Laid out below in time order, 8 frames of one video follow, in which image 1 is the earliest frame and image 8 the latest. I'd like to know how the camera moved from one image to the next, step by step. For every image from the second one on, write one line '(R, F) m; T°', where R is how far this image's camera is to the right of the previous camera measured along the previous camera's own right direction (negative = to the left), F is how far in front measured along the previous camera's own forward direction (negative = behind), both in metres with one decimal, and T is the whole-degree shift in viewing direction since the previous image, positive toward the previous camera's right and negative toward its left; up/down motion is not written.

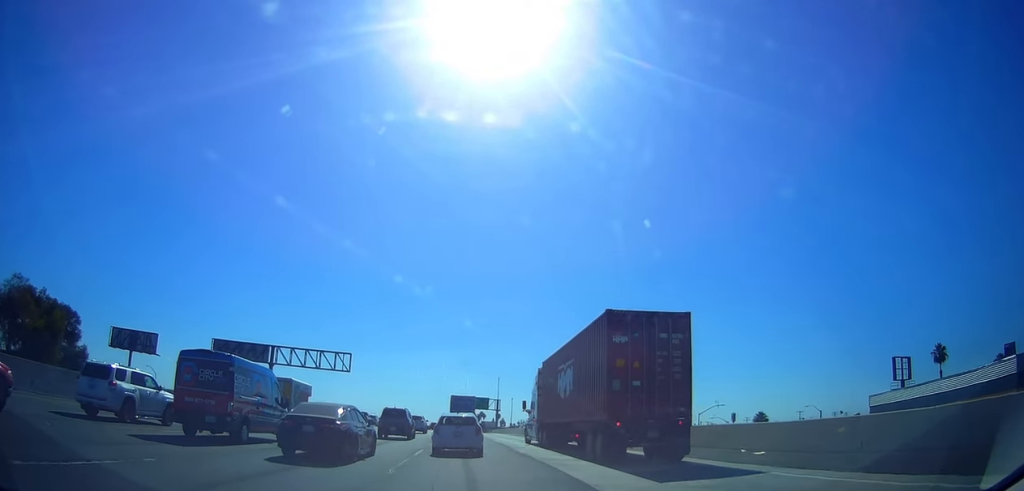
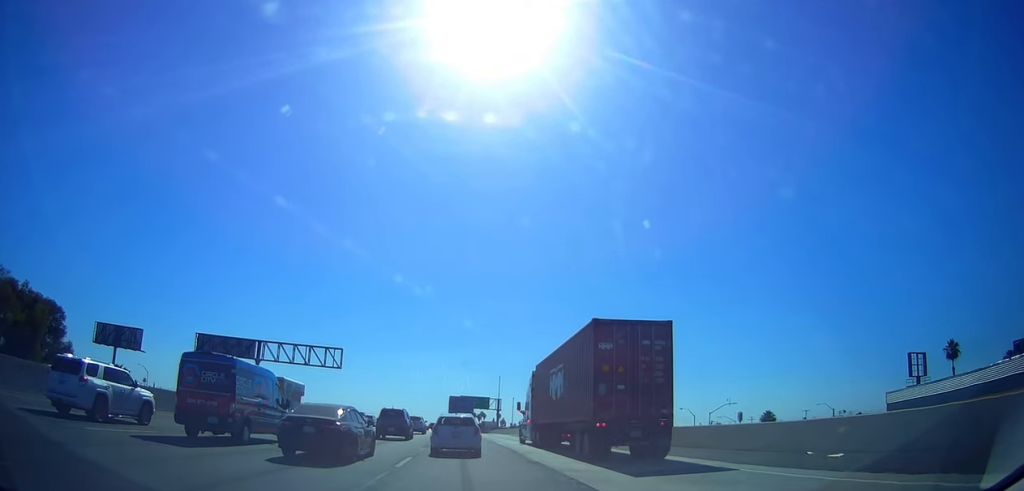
(-0.1, +4.1) m; +3°
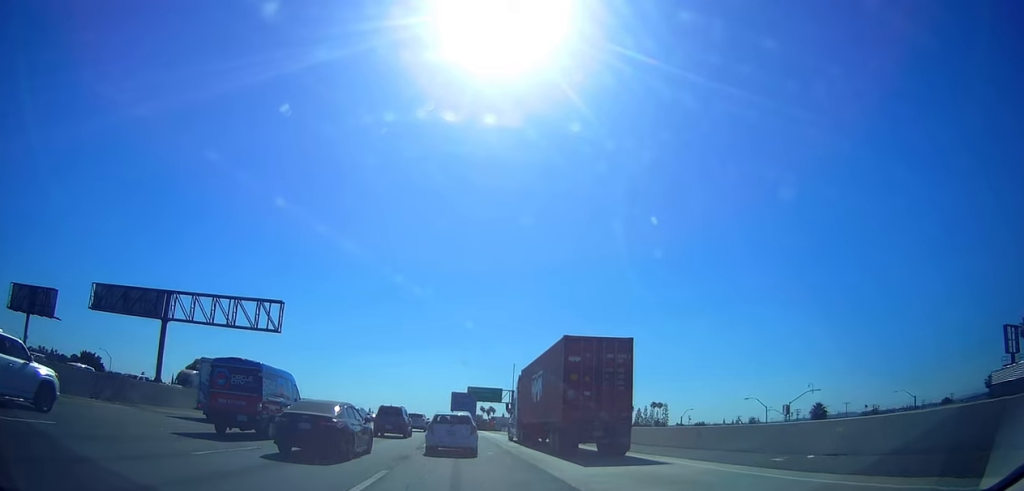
(+0.1, +19.5) m; -5°
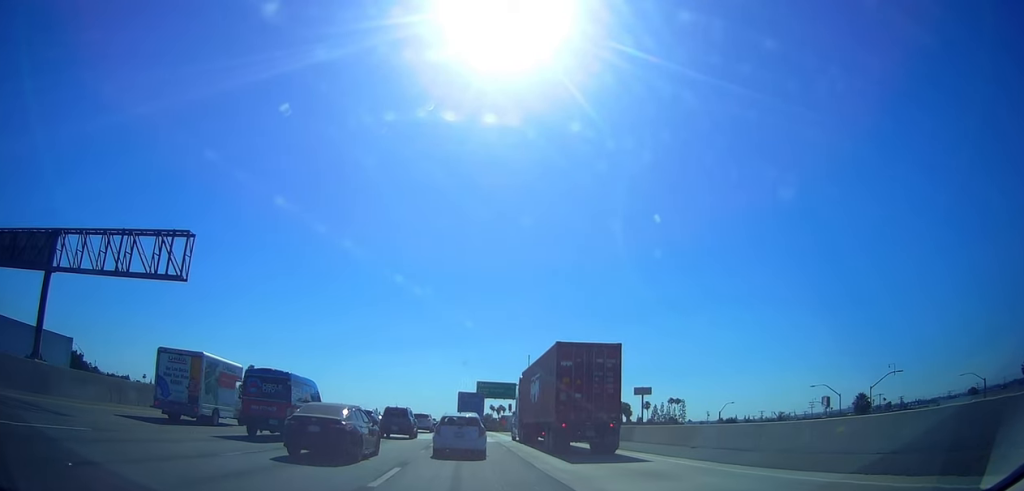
(0.0, +13.5) m; 0°
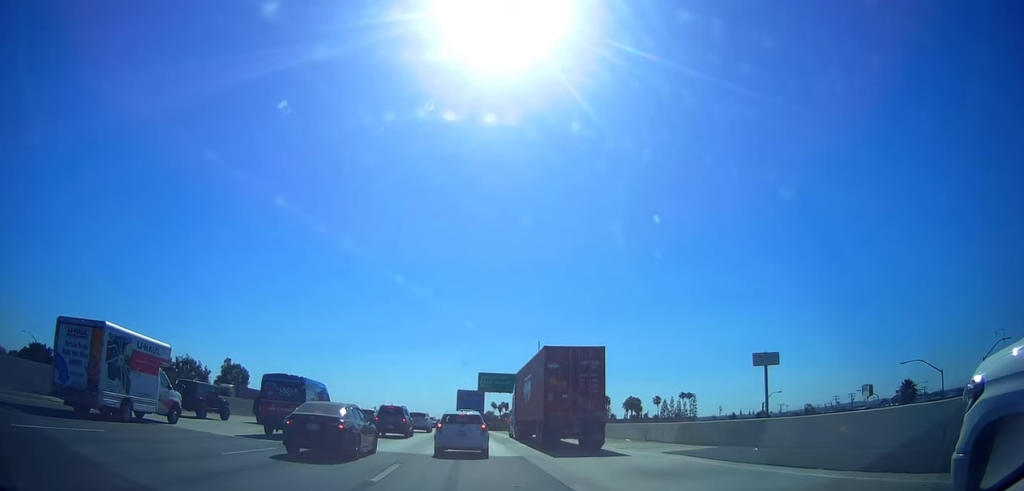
(0.0, +14.6) m; 0°
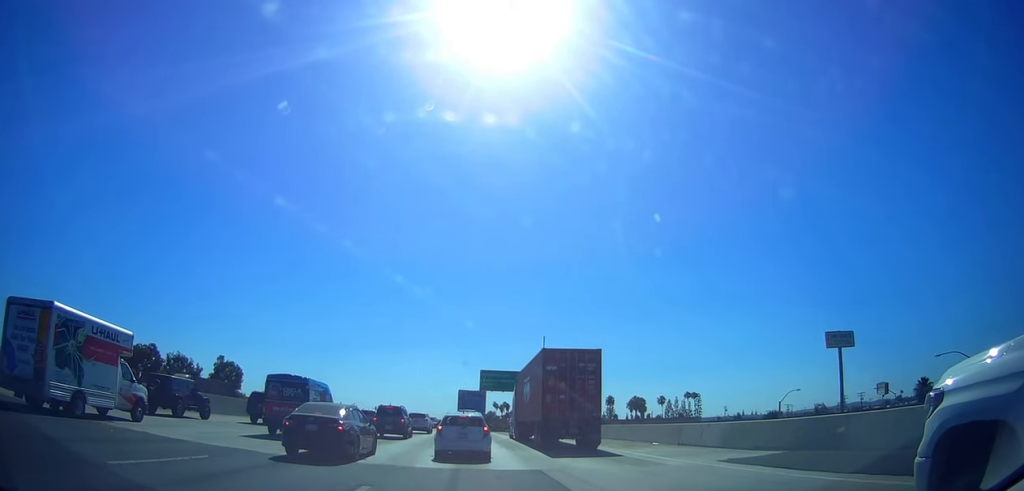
(0.0, +4.4) m; 0°
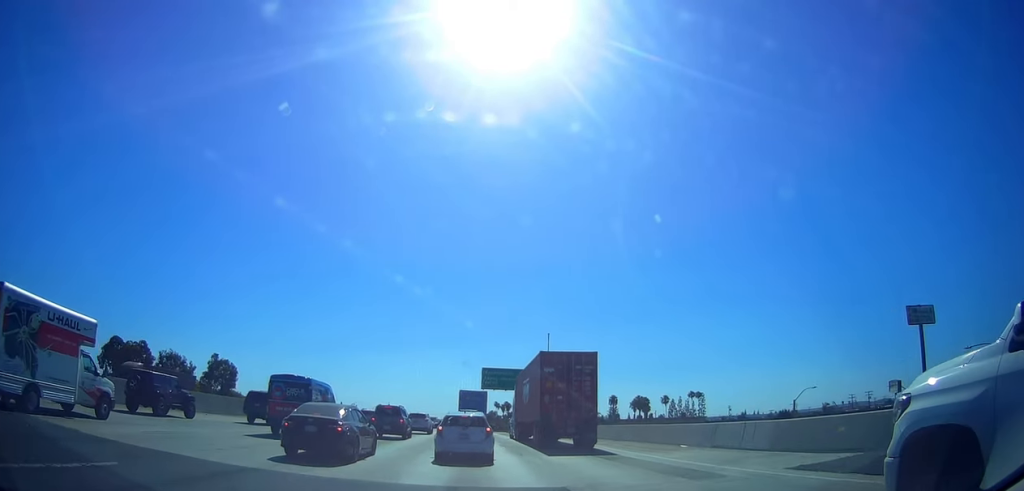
(0.0, +3.6) m; 0°
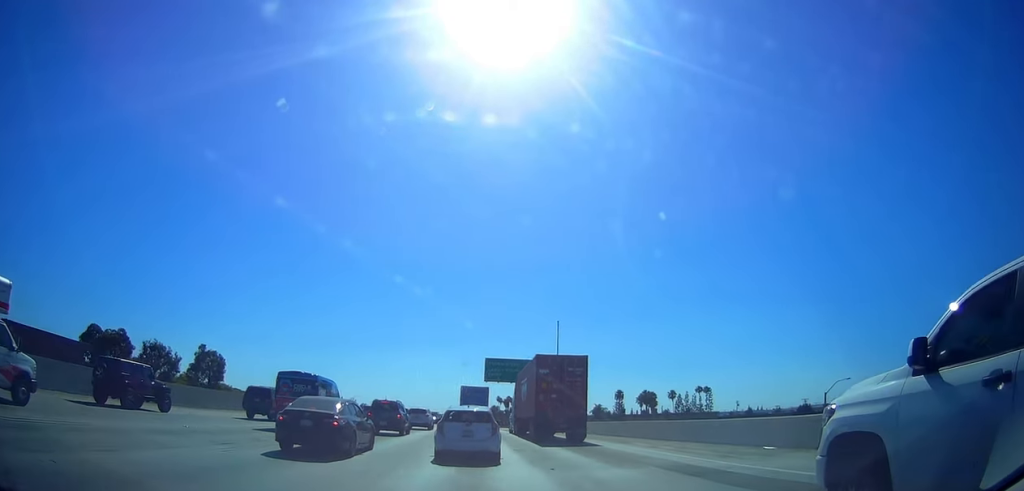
(0.0, +7.4) m; 0°
